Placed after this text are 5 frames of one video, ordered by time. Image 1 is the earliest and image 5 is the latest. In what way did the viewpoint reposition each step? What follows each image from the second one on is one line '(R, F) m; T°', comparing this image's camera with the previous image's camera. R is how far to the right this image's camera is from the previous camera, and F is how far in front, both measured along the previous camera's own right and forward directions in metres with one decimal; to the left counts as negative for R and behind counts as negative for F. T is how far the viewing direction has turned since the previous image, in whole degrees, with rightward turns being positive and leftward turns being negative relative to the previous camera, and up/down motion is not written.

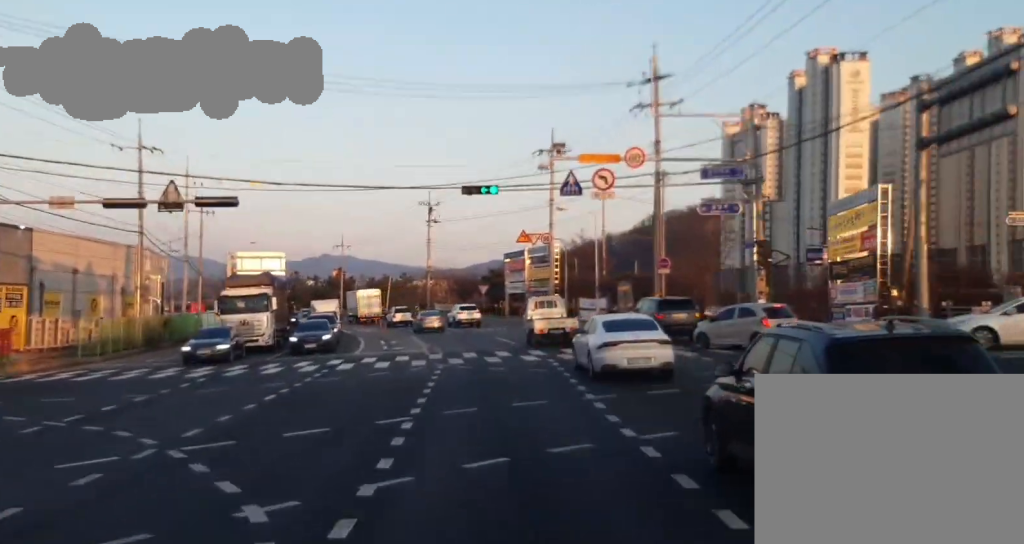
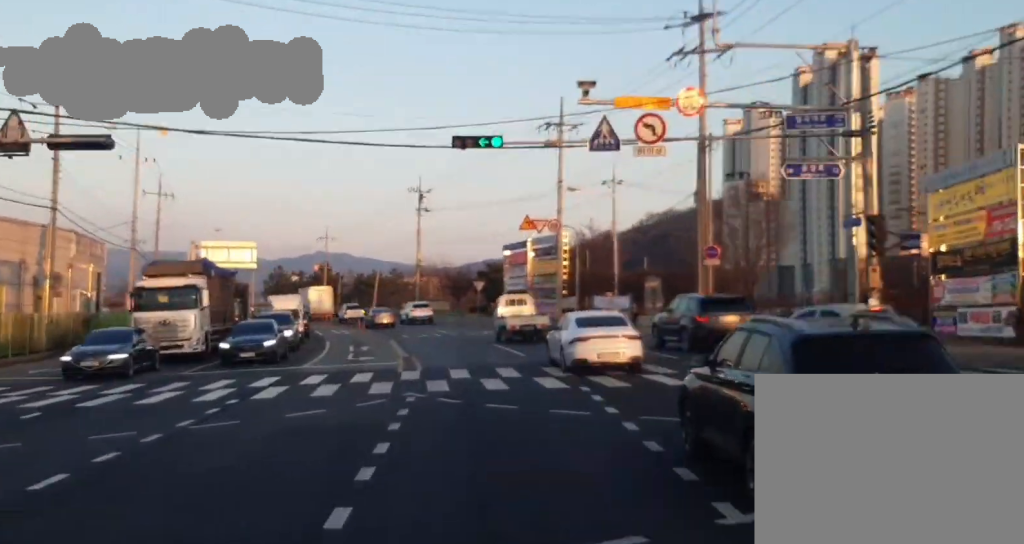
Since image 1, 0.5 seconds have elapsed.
(-0.1, +10.3) m; 0°
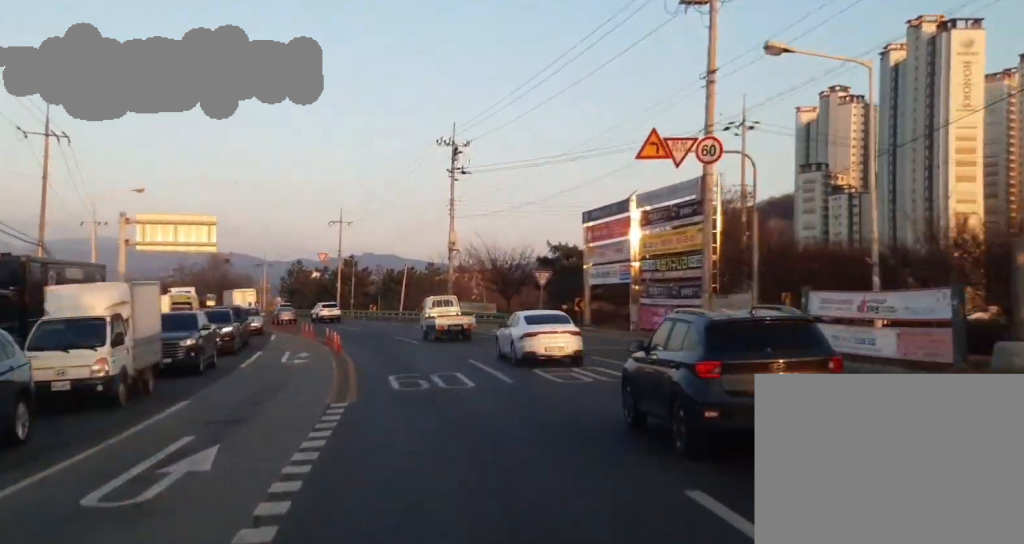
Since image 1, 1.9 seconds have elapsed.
(-0.3, +28.9) m; -3°
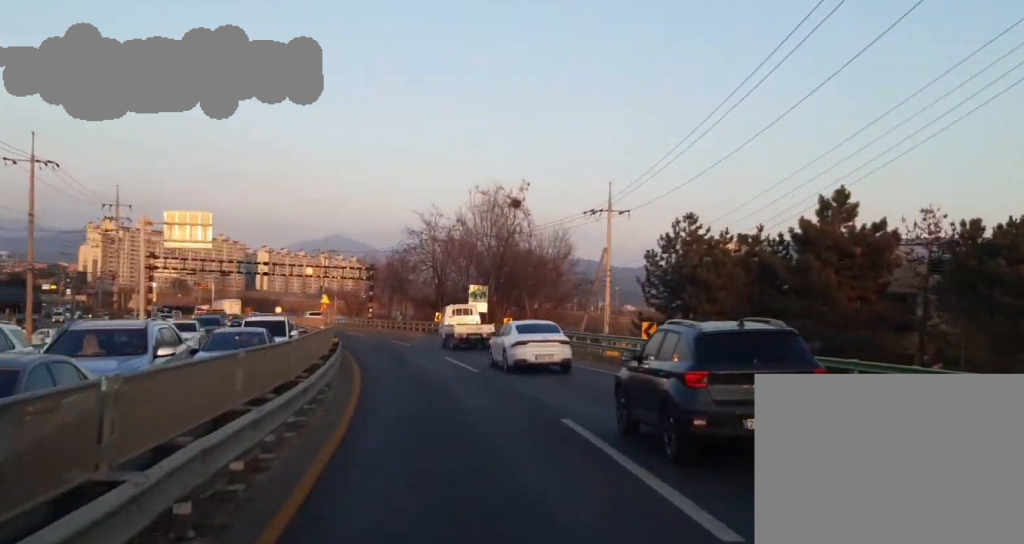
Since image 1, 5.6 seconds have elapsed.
(-20.3, +86.3) m; -30°
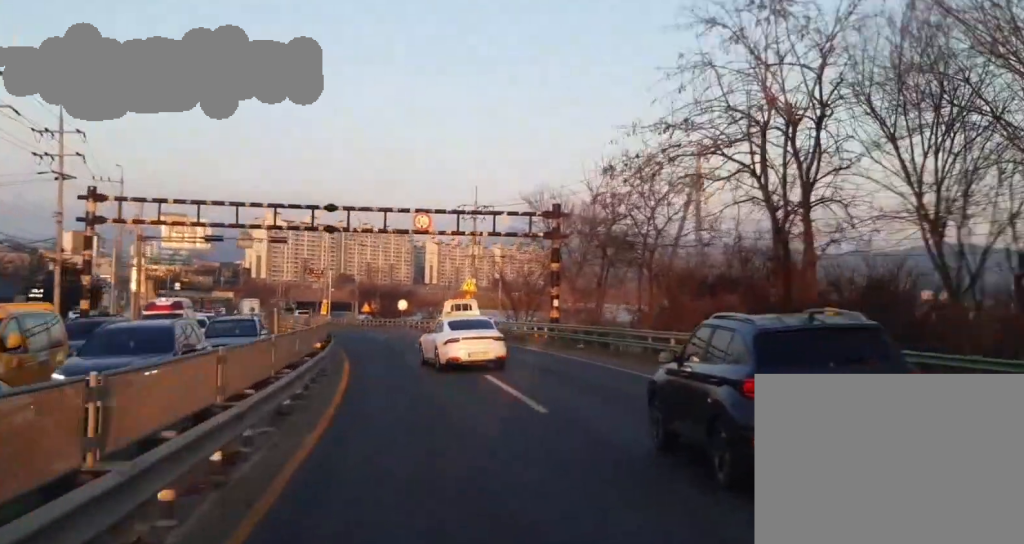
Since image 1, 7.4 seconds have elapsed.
(-0.3, +51.2) m; 0°
